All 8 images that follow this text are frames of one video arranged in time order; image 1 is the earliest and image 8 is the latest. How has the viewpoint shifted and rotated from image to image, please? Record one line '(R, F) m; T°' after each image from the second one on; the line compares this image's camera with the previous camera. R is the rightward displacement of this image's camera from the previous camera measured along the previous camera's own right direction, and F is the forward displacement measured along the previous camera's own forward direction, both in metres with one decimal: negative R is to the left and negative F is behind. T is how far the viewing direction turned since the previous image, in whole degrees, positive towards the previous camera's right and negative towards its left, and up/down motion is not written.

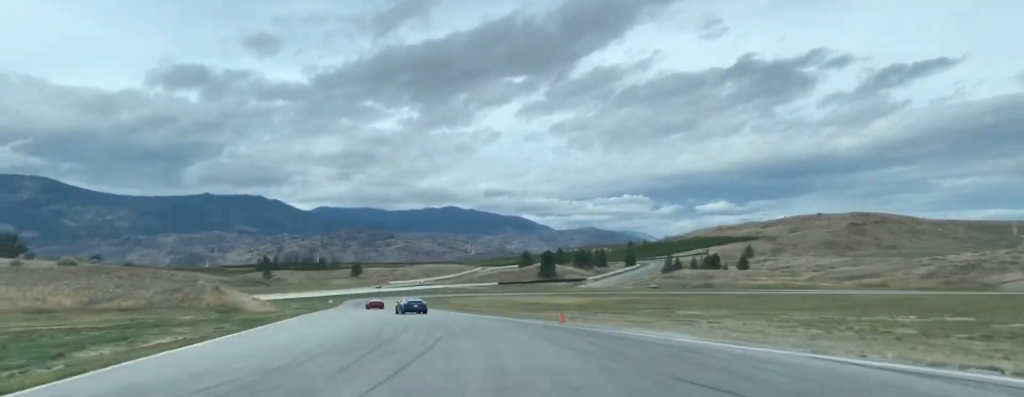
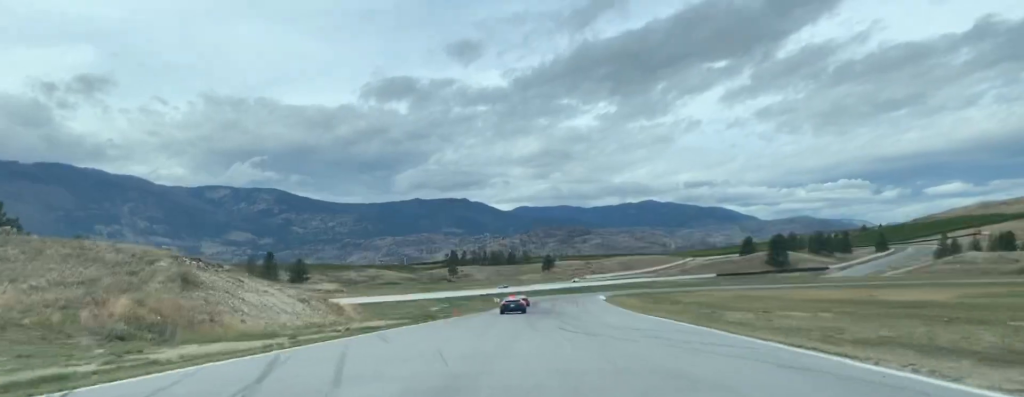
(-11.0, +52.9) m; -17°
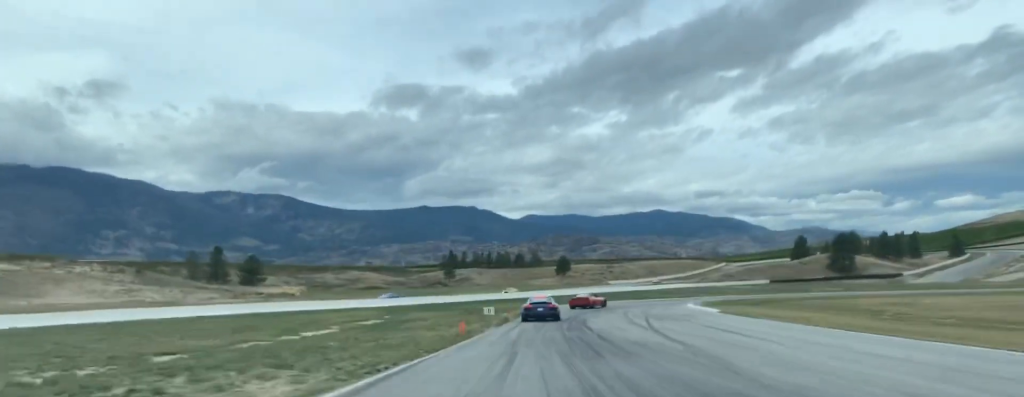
(-1.4, +52.0) m; 0°
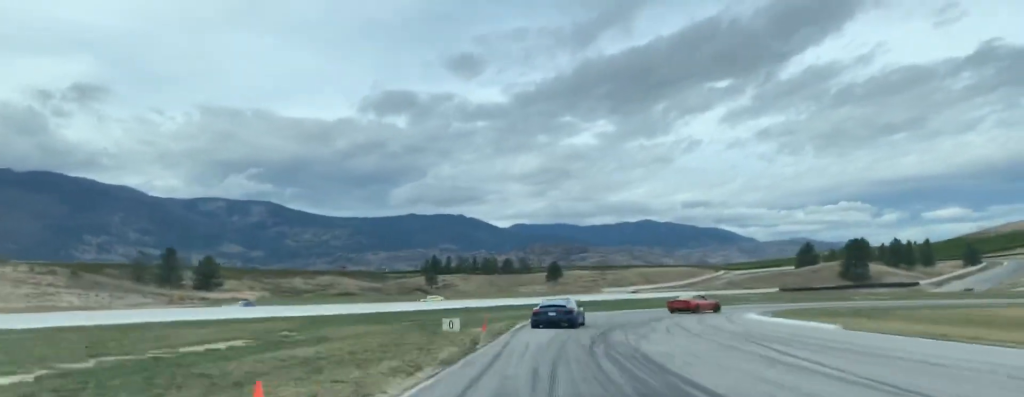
(0.0, +21.3) m; +3°
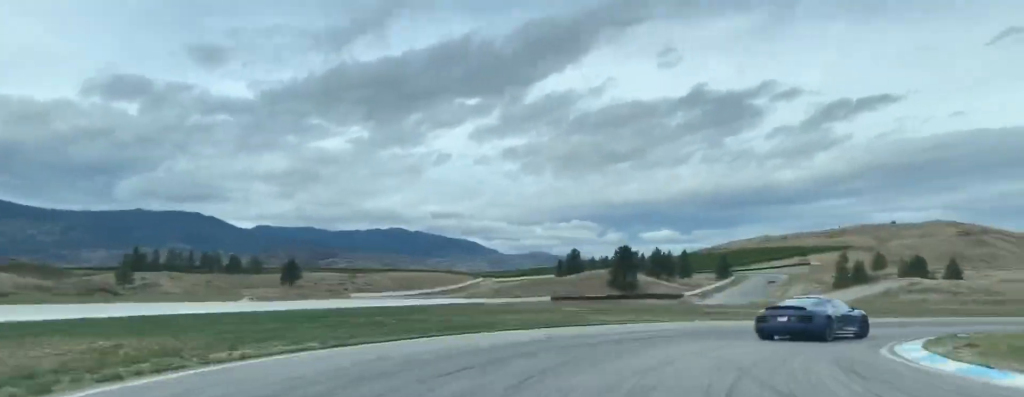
(+6.1, +43.9) m; +23°
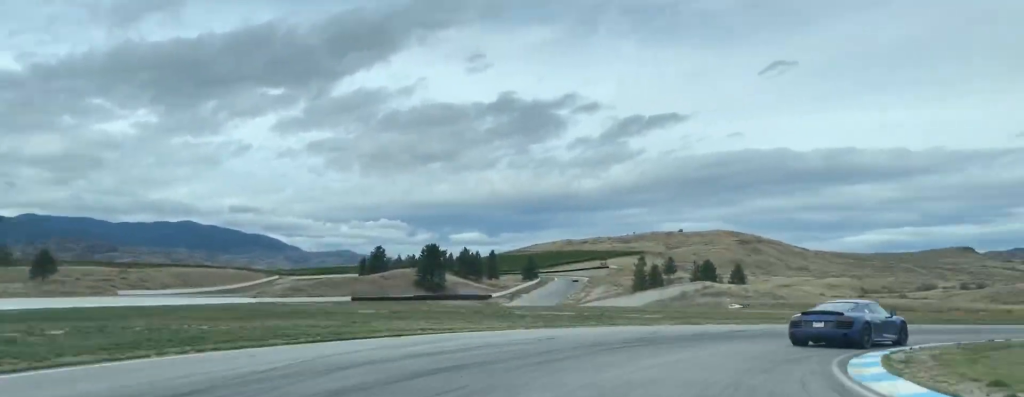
(+0.8, +10.1) m; +11°
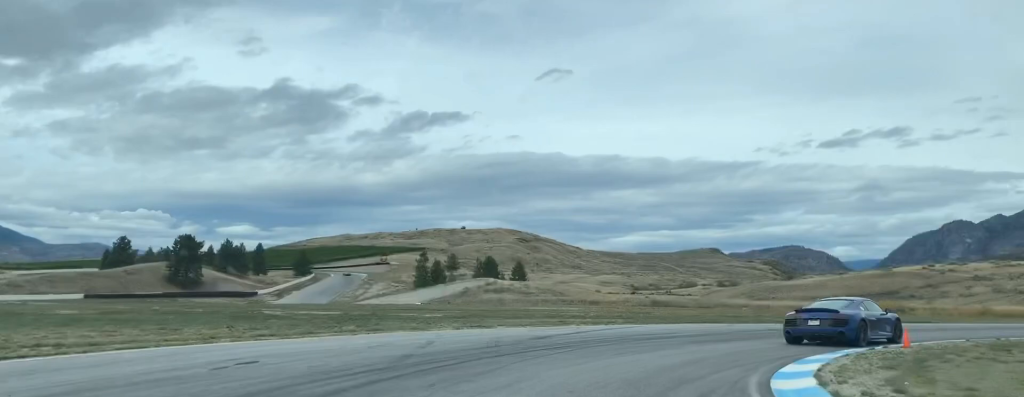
(+1.4, +9.2) m; +13°
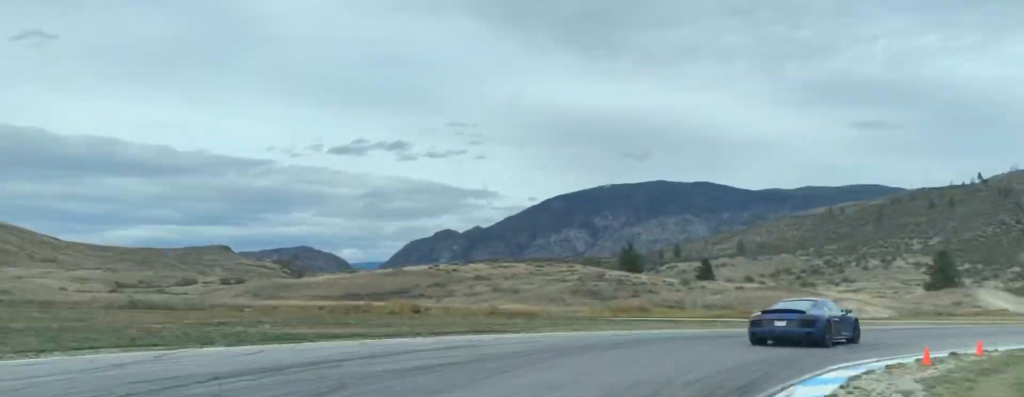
(+4.0, +17.8) m; +29°
